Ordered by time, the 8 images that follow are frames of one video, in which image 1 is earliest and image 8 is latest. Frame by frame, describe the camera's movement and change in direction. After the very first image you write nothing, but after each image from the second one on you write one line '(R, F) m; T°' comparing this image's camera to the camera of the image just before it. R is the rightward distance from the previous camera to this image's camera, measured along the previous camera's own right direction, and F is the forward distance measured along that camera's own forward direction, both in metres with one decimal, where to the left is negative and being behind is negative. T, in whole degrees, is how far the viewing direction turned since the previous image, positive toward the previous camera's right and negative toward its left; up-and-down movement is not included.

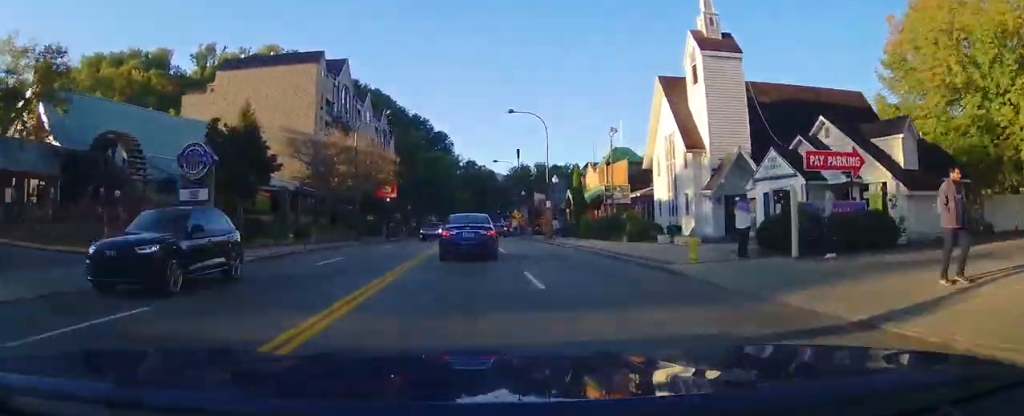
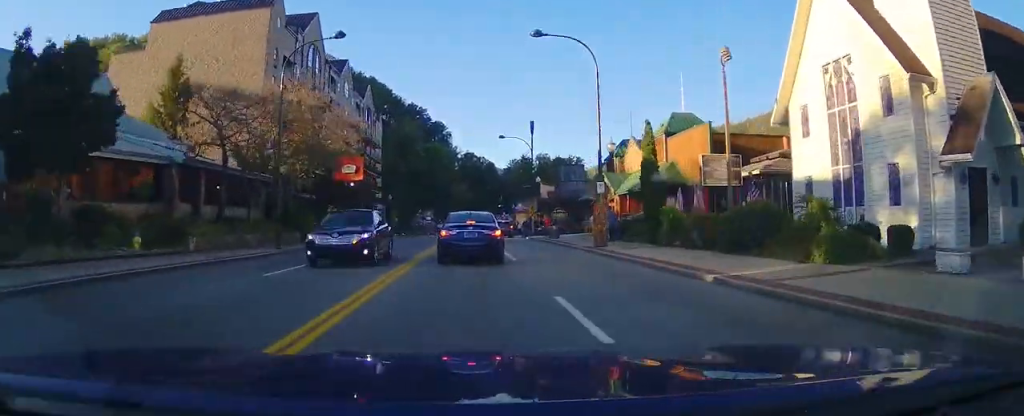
(-0.2, +11.8) m; 0°
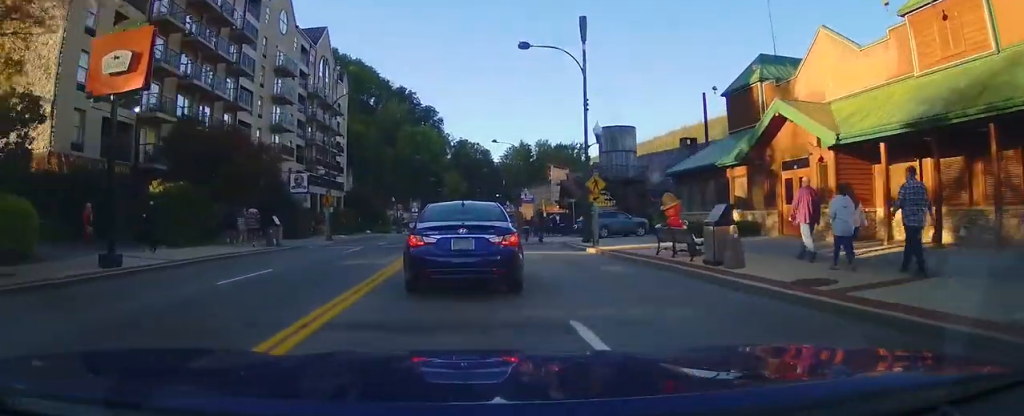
(0.0, +27.0) m; +1°
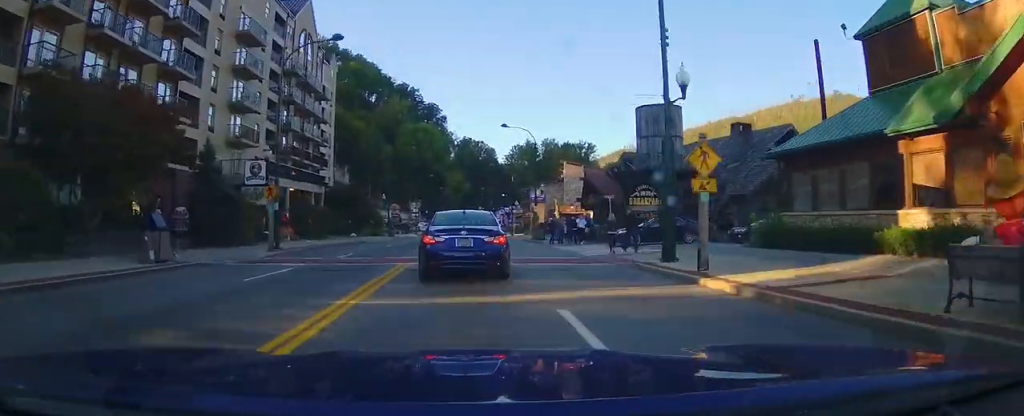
(+0.2, +20.3) m; 0°
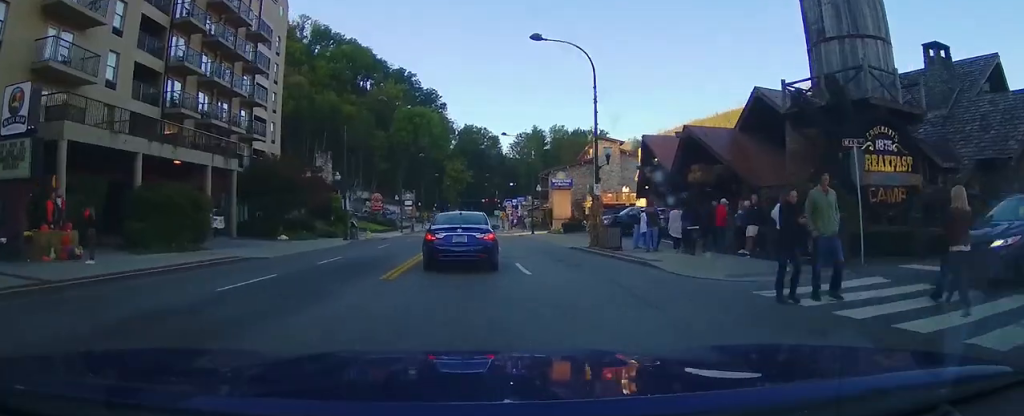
(-0.1, +25.2) m; -1°
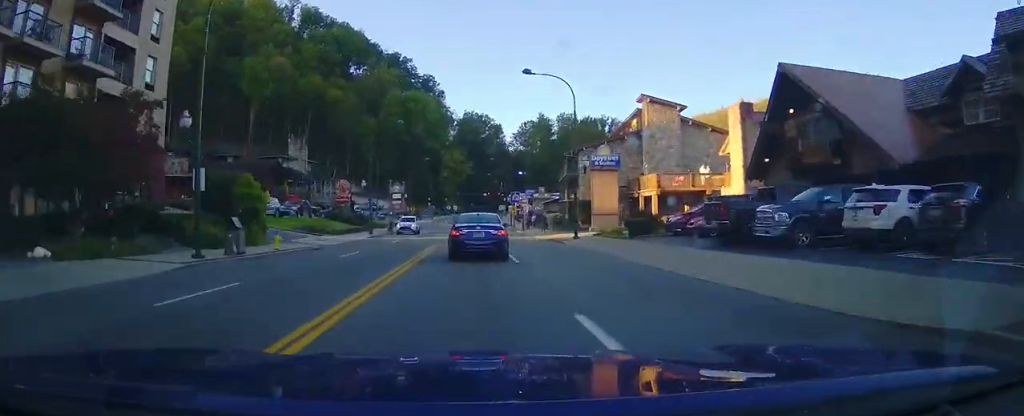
(-0.1, +21.8) m; 0°
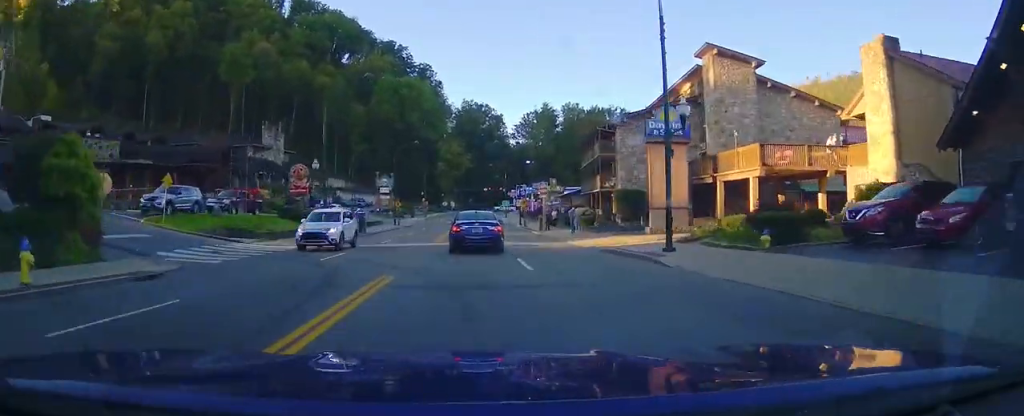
(0.0, +13.0) m; 0°
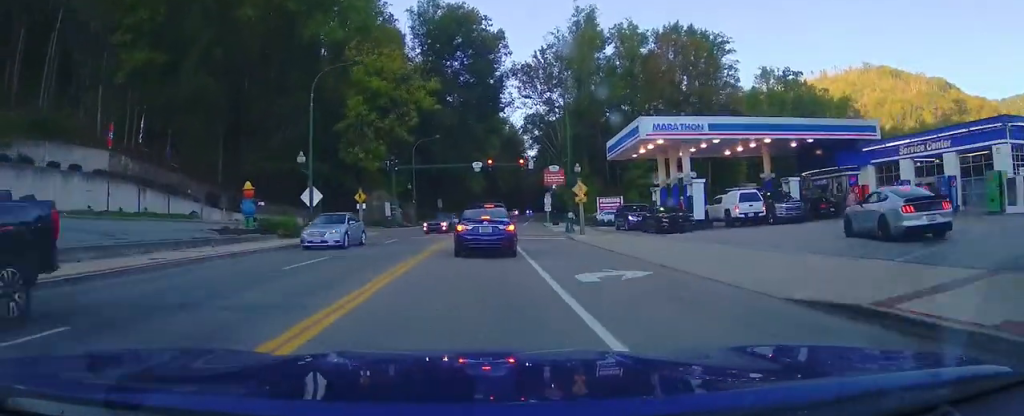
(+0.3, +83.6) m; 0°
